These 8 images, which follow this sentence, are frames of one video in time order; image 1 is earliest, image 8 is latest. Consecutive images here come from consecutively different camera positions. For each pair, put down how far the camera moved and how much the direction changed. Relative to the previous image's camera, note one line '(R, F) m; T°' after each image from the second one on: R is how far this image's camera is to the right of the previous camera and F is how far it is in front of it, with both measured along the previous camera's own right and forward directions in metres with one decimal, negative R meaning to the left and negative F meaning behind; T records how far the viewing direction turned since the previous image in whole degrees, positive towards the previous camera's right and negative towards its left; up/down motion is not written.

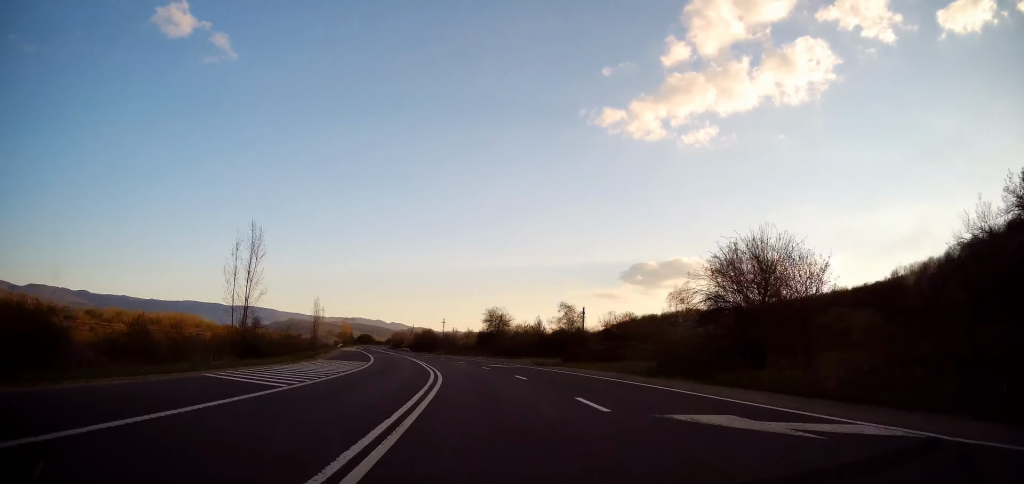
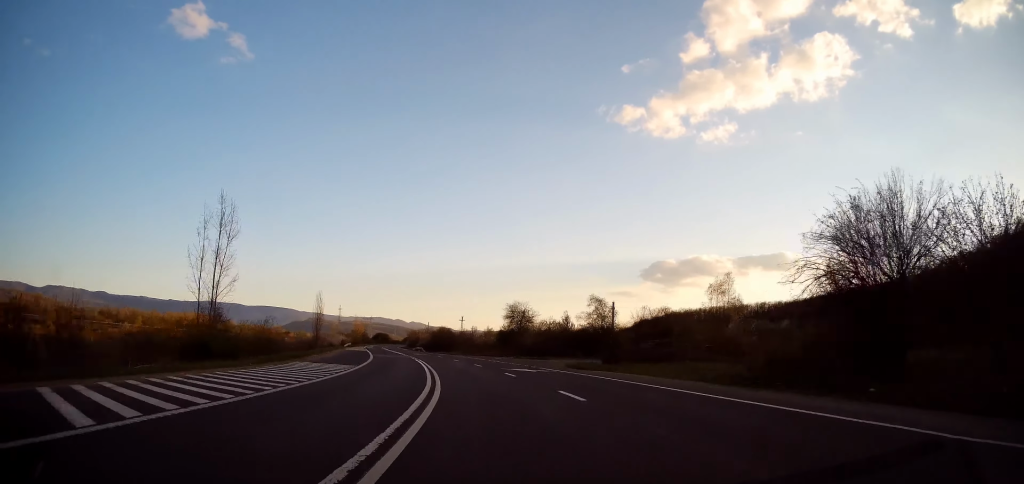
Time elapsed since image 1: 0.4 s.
(-0.4, +9.5) m; -3°
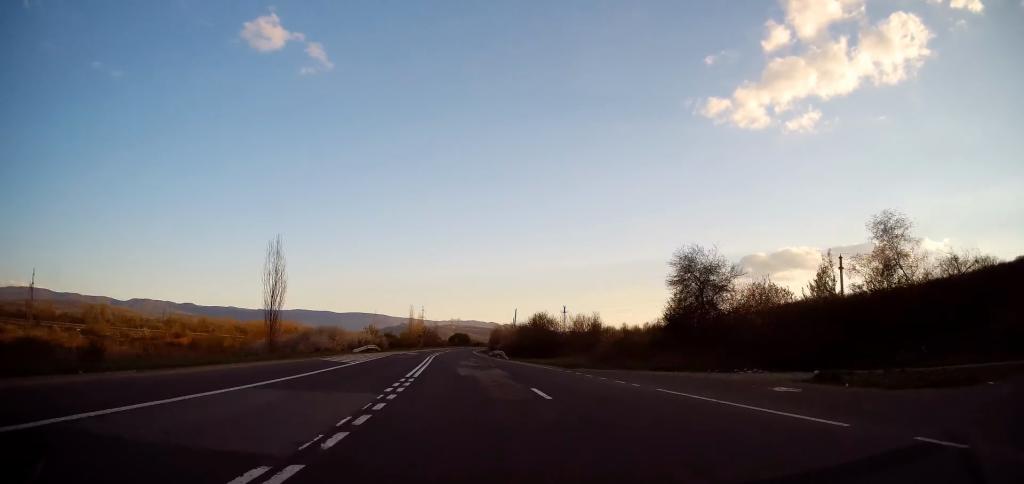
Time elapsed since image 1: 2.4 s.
(-4.7, +46.3) m; -10°
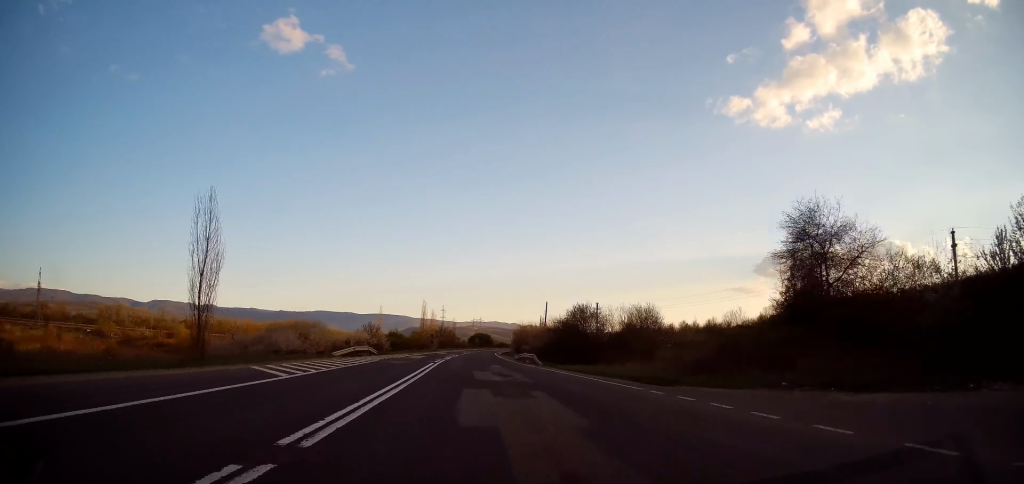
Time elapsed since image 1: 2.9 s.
(-0.1, +13.5) m; -2°
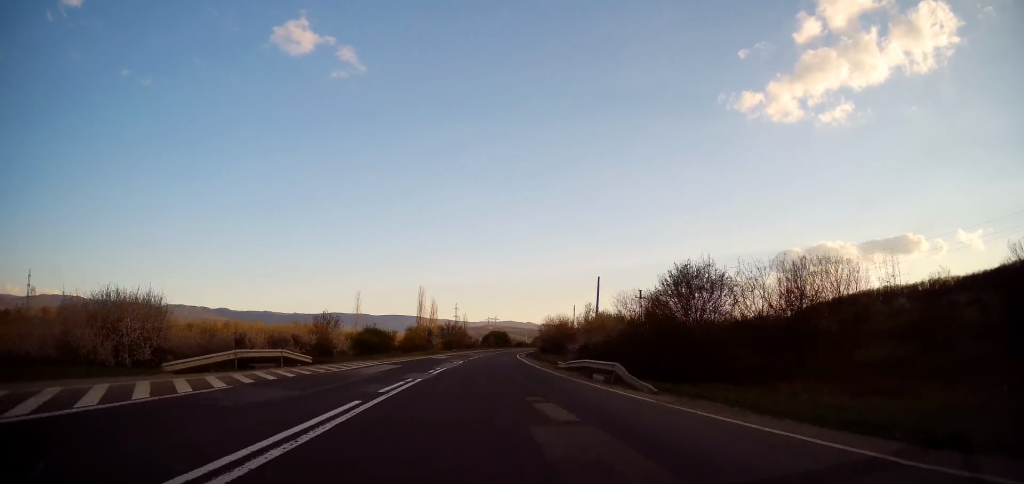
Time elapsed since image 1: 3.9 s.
(-0.8, +22.2) m; -4°
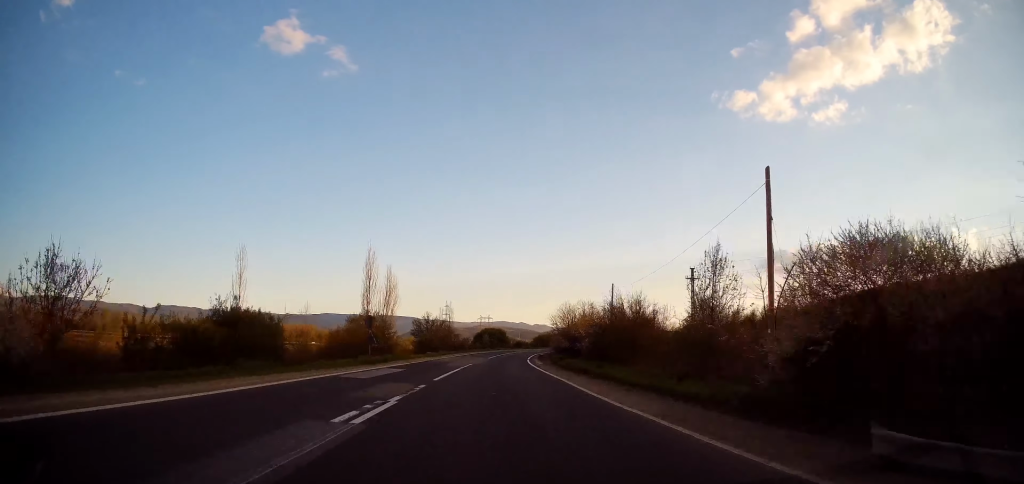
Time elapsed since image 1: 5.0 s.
(-0.9, +26.3) m; -2°
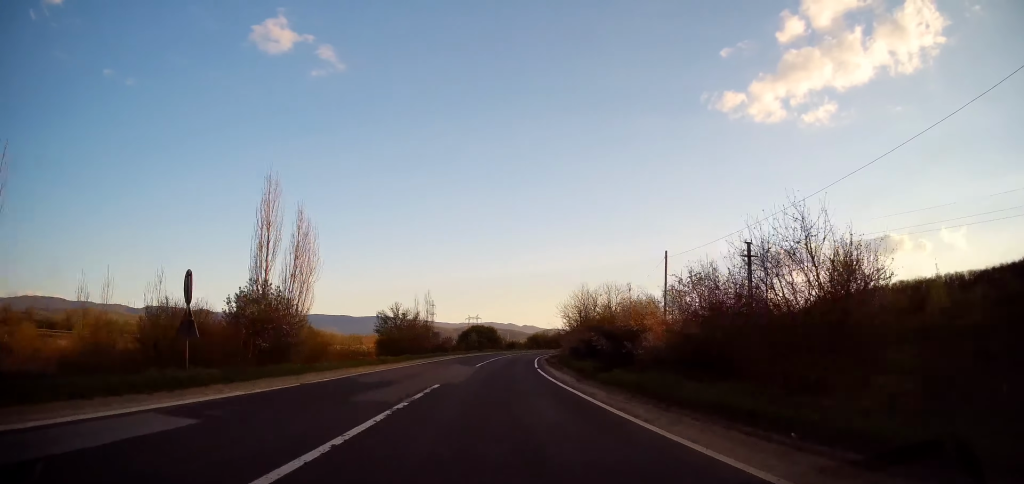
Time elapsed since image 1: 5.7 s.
(+0.1, +17.7) m; +1°
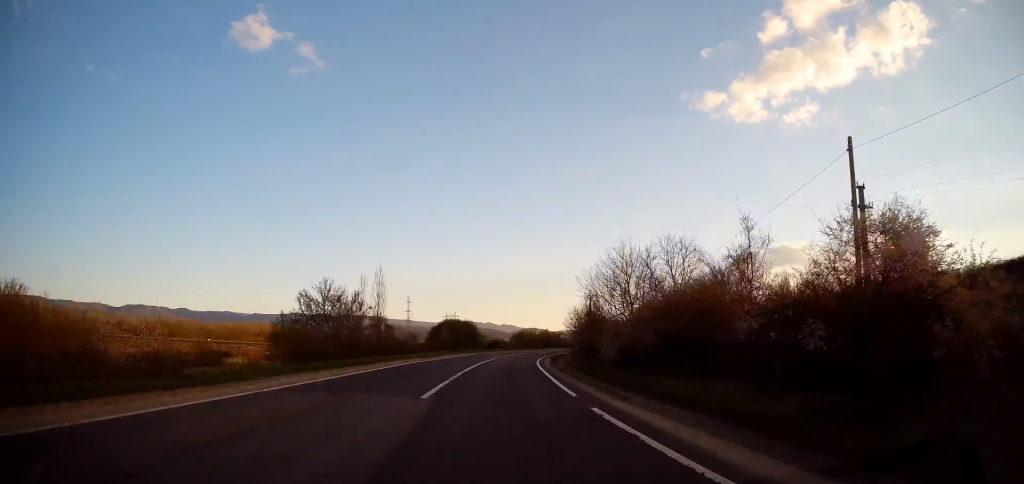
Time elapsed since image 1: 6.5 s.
(+0.2, +19.4) m; +1°
